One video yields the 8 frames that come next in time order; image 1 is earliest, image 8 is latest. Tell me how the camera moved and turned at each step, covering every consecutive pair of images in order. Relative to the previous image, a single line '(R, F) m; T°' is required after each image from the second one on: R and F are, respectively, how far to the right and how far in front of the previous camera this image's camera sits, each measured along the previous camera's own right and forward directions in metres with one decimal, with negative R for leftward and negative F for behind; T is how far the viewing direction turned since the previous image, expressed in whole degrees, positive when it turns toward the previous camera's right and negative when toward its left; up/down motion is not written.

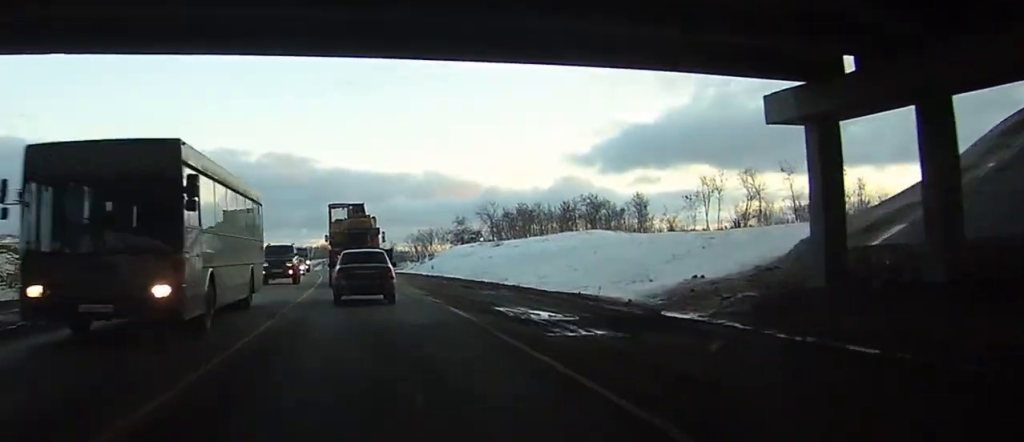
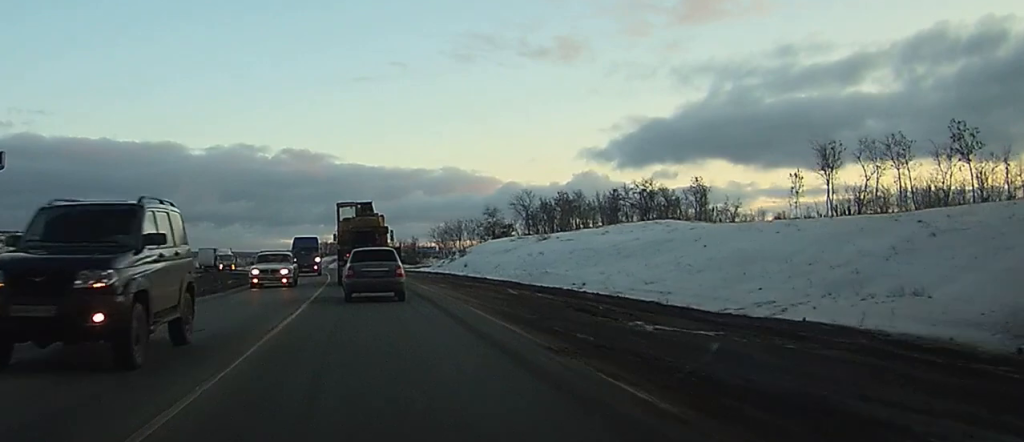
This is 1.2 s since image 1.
(+0.2, +16.6) m; 0°
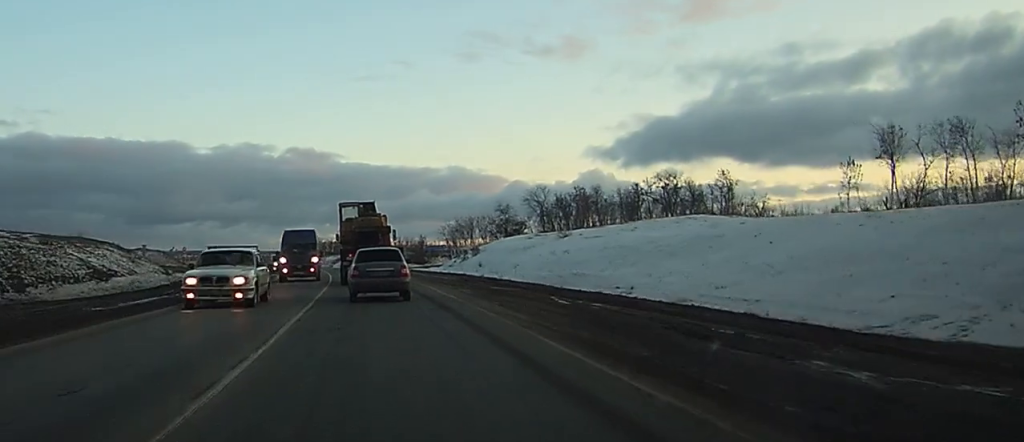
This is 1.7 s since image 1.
(+0.1, +6.7) m; -1°
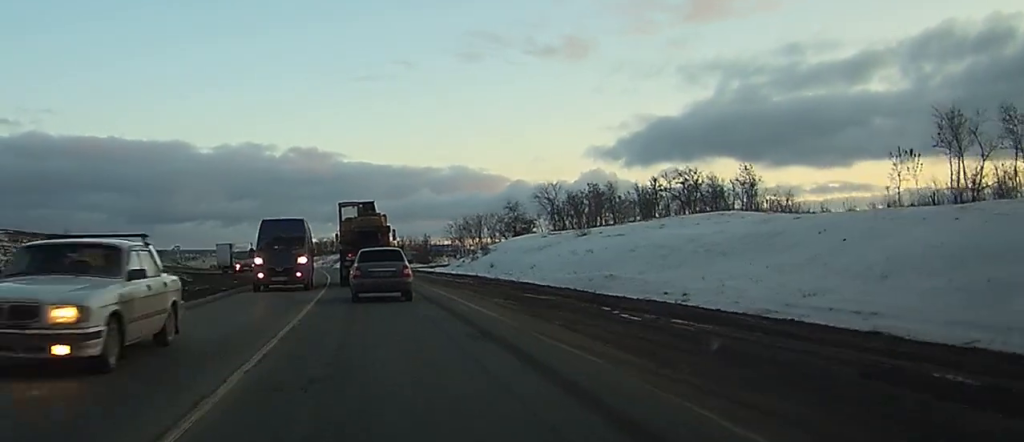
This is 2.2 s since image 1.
(-0.2, +5.8) m; -1°
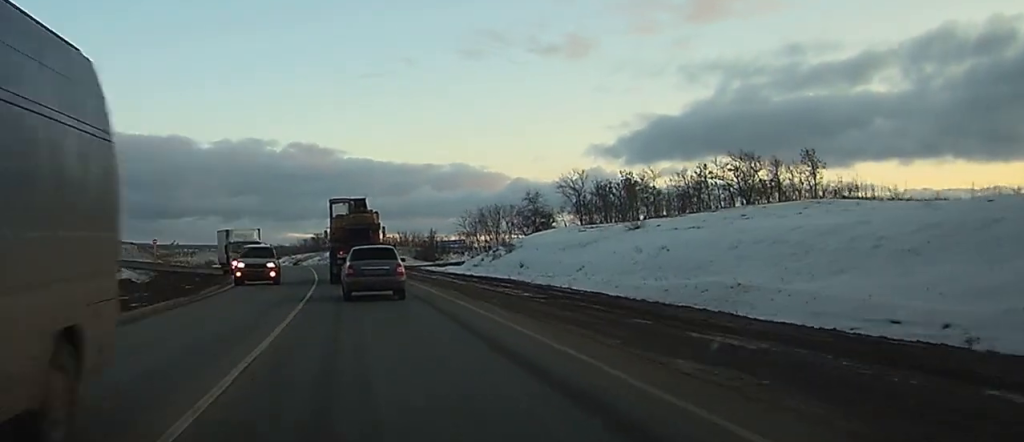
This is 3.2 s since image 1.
(-0.4, +14.4) m; -2°
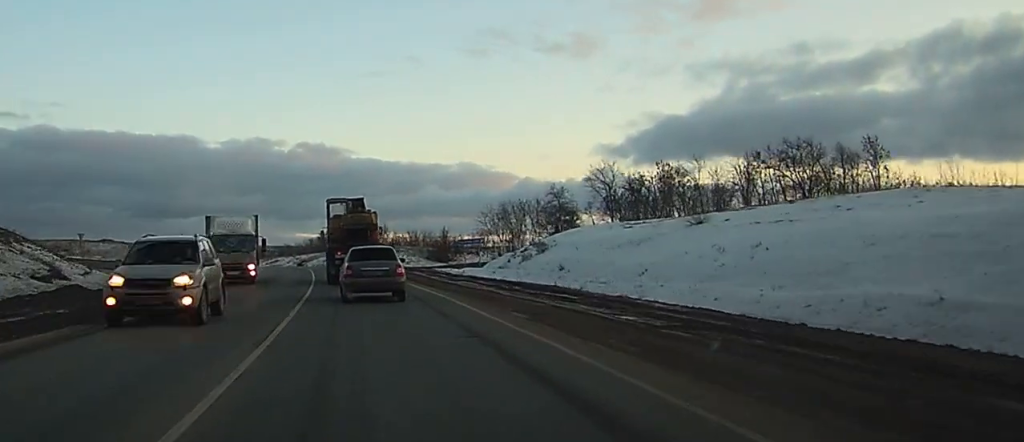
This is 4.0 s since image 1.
(-0.1, +9.9) m; -1°
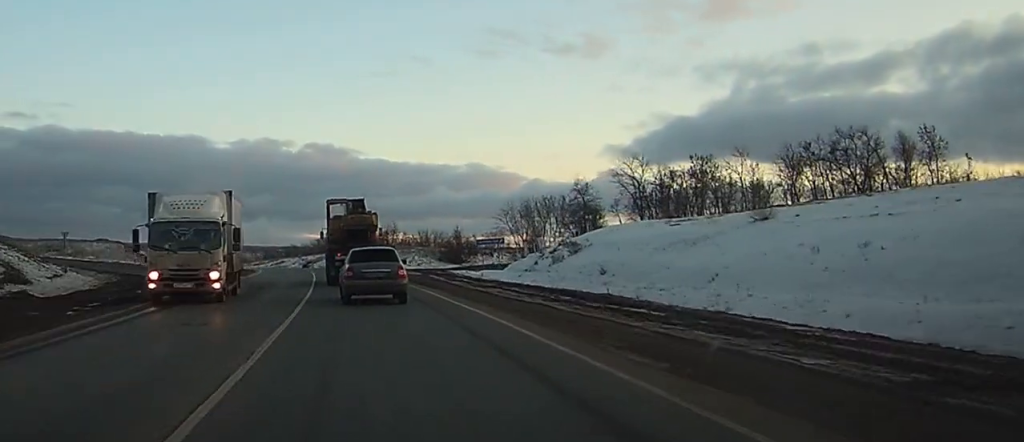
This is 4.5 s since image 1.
(-0.1, +7.2) m; 0°
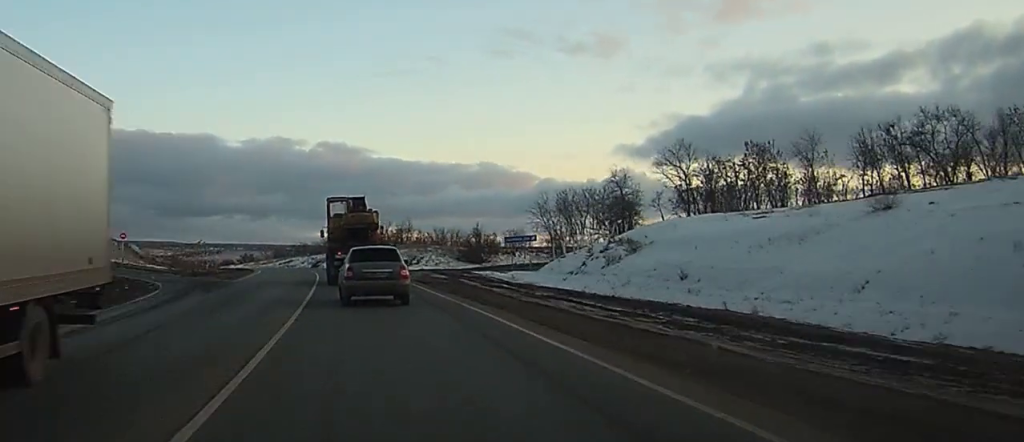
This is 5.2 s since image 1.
(0.0, +9.5) m; -1°
